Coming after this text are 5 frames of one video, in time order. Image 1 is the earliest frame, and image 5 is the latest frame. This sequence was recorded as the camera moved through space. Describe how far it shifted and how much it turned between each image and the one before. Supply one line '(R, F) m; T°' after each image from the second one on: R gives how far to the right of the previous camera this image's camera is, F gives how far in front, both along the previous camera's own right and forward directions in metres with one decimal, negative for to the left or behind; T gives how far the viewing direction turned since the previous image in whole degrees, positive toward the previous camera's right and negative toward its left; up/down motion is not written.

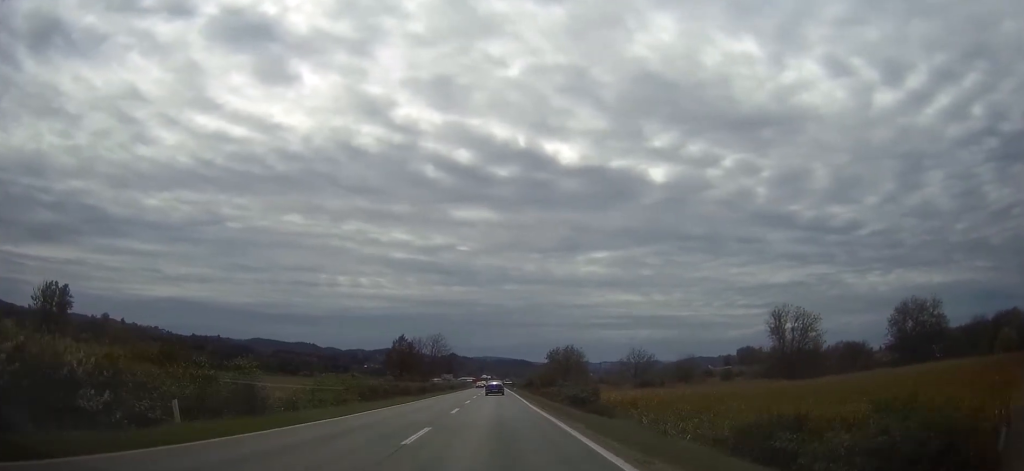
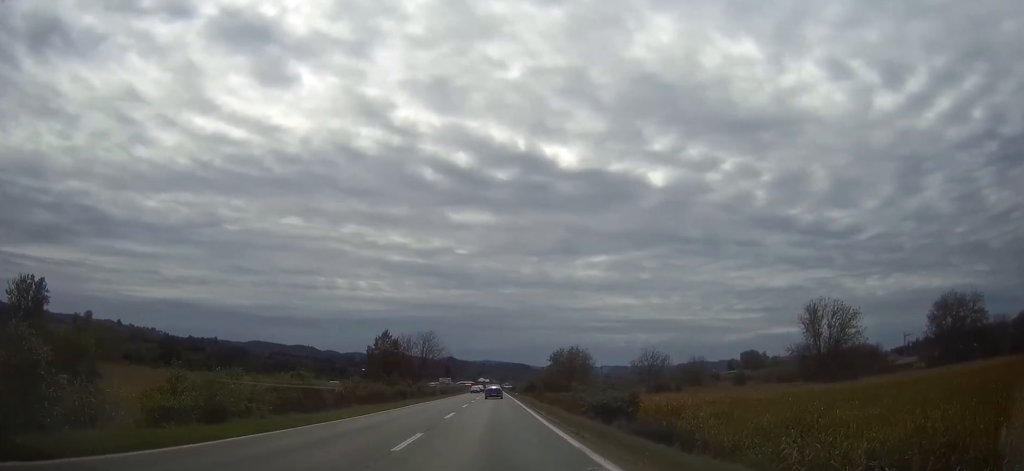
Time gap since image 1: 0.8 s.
(0.0, +14.7) m; 0°
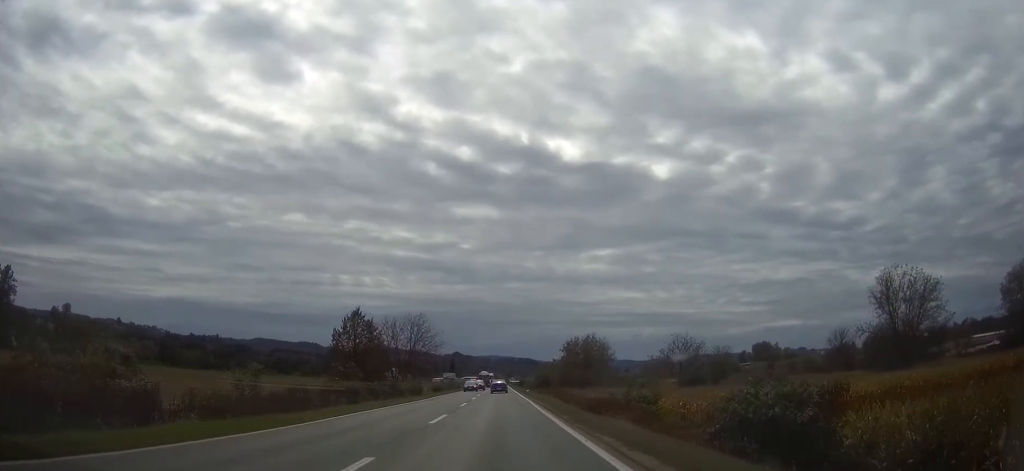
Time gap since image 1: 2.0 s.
(0.0, +22.5) m; 0°
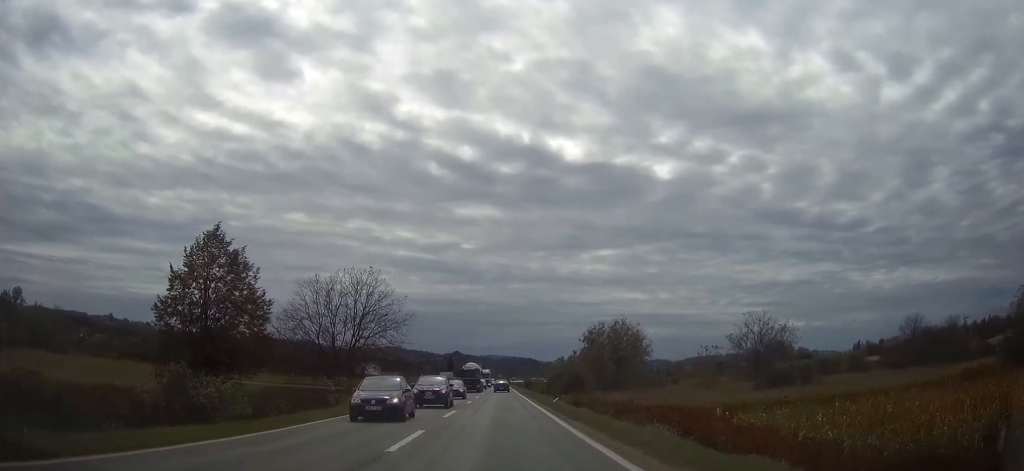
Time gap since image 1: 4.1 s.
(-0.2, +38.2) m; 0°
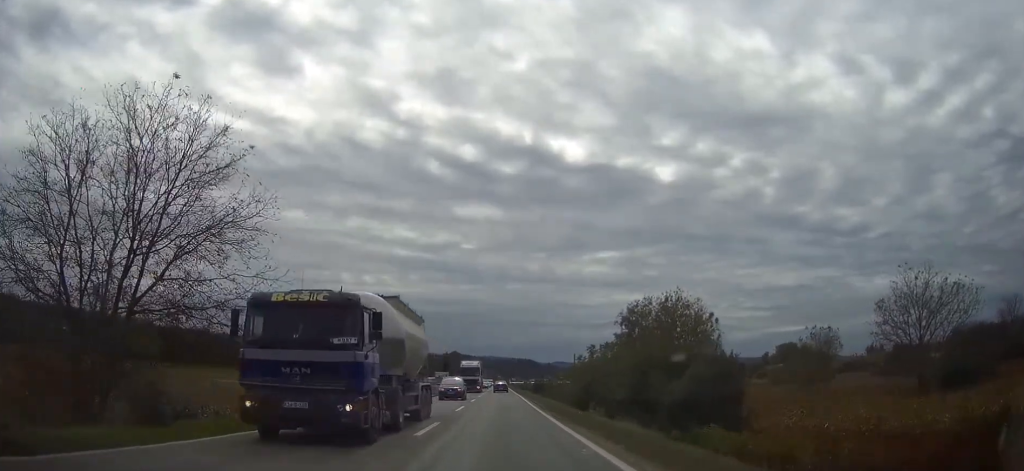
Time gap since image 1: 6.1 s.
(+0.2, +37.9) m; +1°
